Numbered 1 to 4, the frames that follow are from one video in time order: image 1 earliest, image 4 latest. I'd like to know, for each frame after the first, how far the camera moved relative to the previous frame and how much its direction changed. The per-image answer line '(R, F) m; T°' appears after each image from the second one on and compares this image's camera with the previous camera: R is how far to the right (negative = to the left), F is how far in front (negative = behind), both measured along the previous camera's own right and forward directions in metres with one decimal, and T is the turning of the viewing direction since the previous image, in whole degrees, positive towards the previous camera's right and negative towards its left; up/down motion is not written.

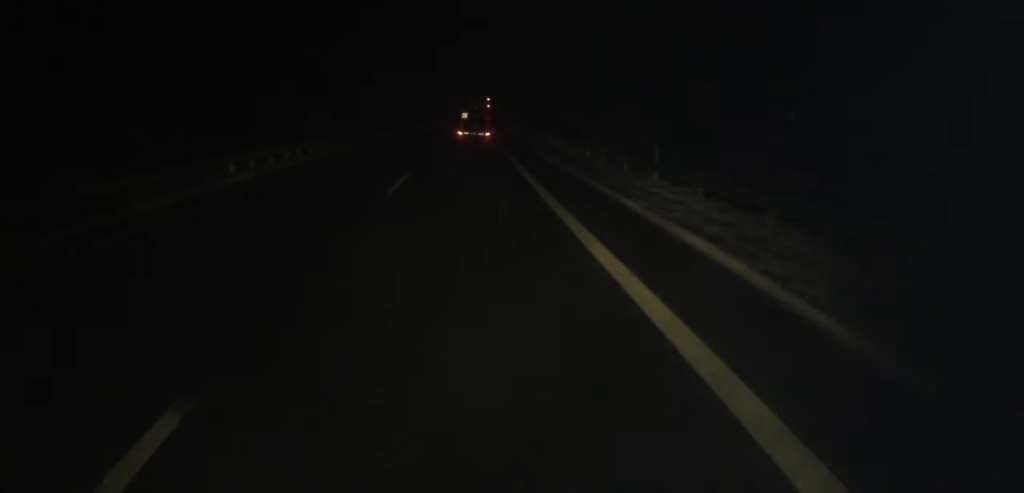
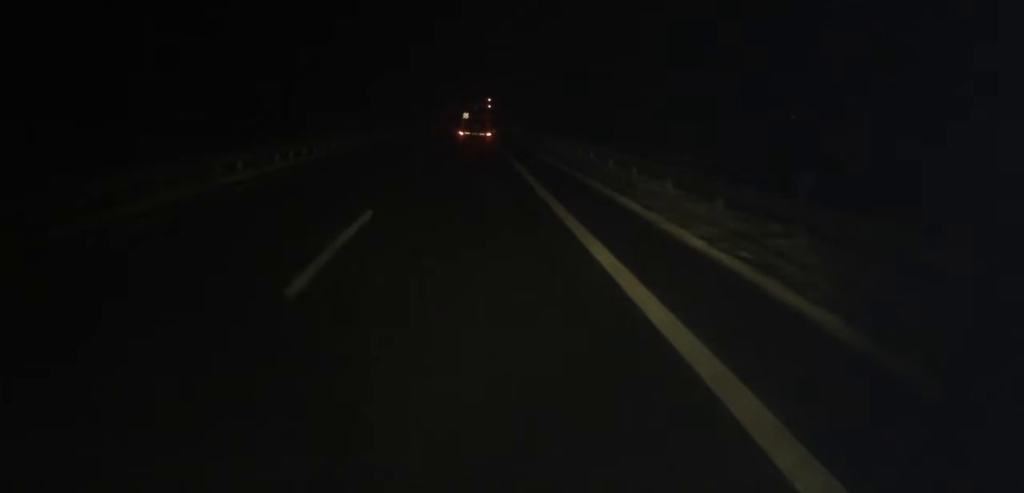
(0.0, +9.1) m; 0°
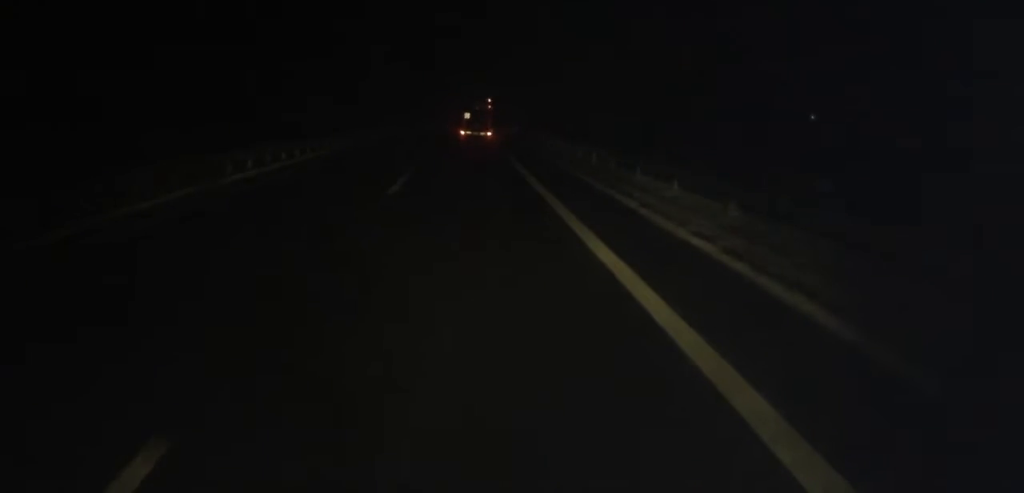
(+1.0, +44.0) m; +2°
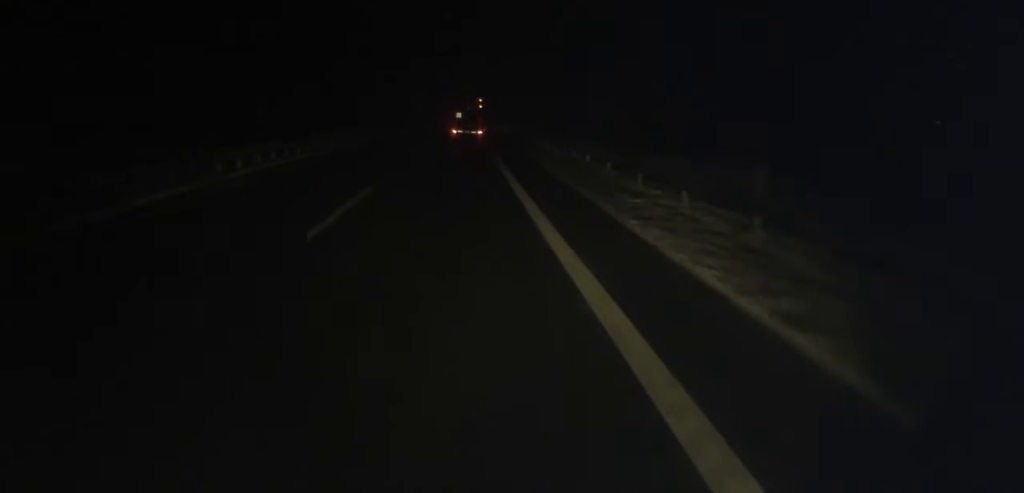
(+2.7, +93.9) m; +2°
